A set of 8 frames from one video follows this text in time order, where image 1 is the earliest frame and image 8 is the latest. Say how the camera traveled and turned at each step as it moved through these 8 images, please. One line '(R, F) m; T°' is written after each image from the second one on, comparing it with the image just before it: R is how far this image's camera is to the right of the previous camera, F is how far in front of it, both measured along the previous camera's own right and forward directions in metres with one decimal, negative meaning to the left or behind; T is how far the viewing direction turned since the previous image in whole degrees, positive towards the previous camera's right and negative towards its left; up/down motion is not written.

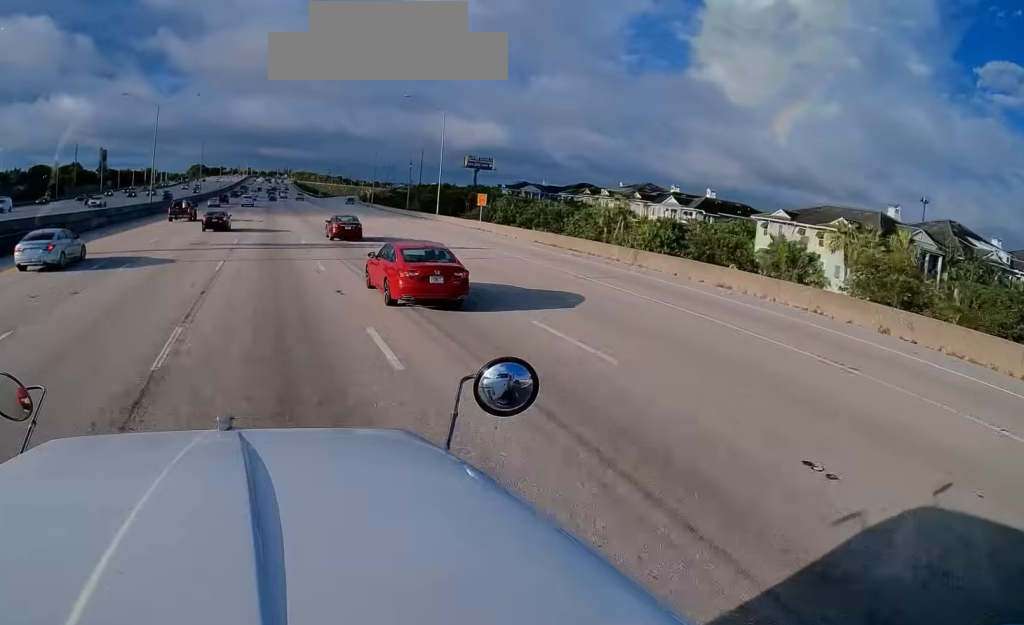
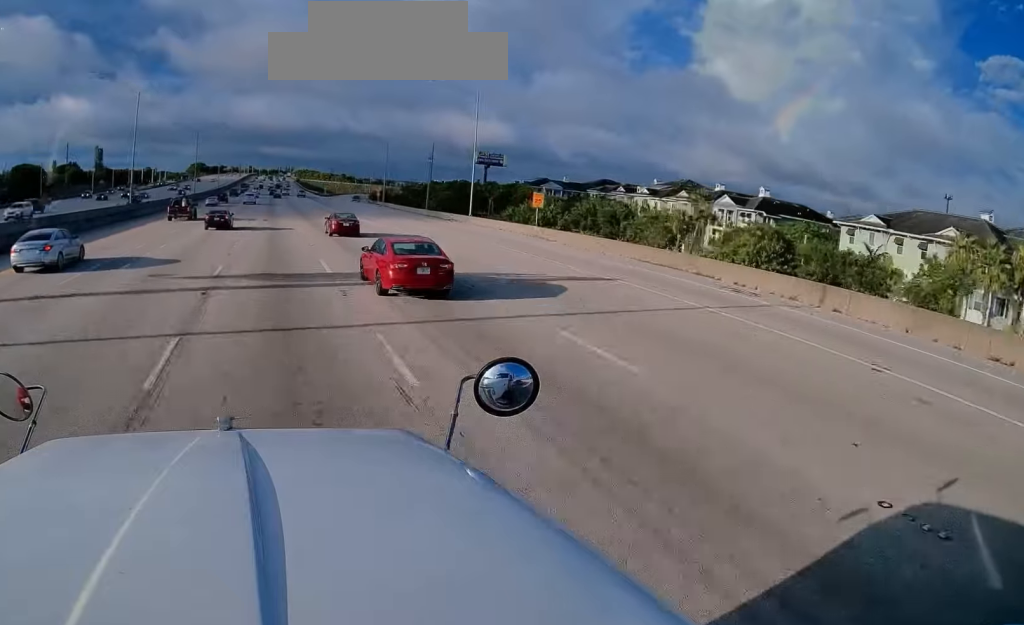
(0.0, +12.3) m; -1°
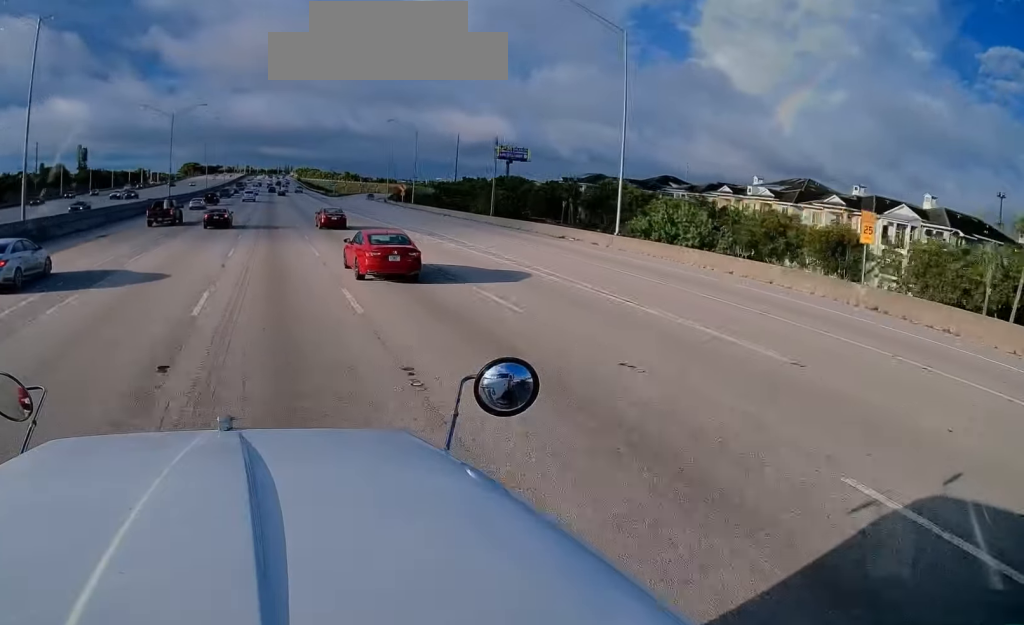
(-0.5, +31.0) m; 0°
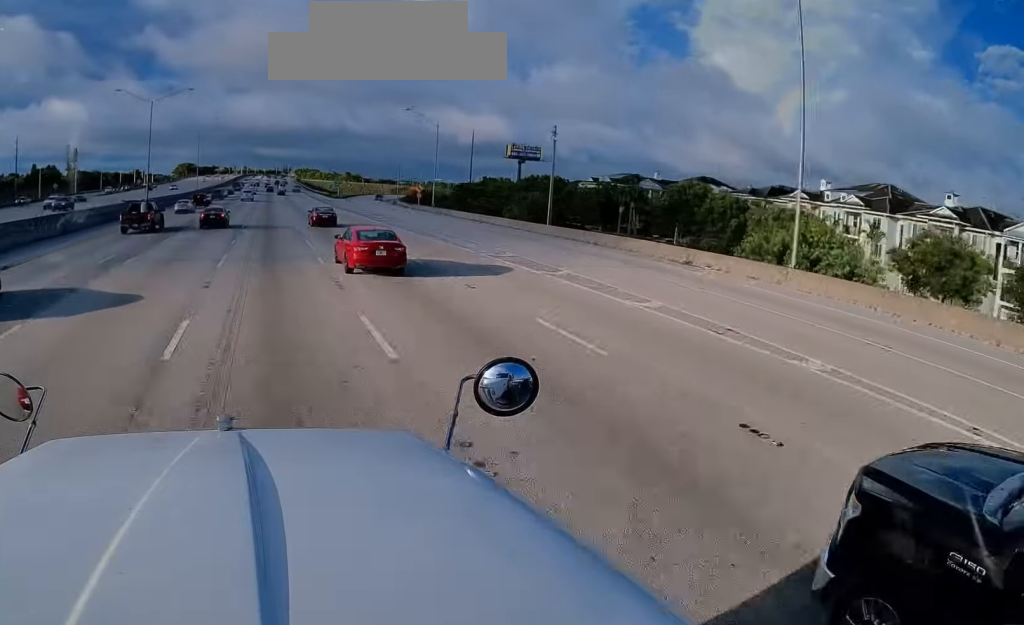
(+0.1, +15.9) m; +1°
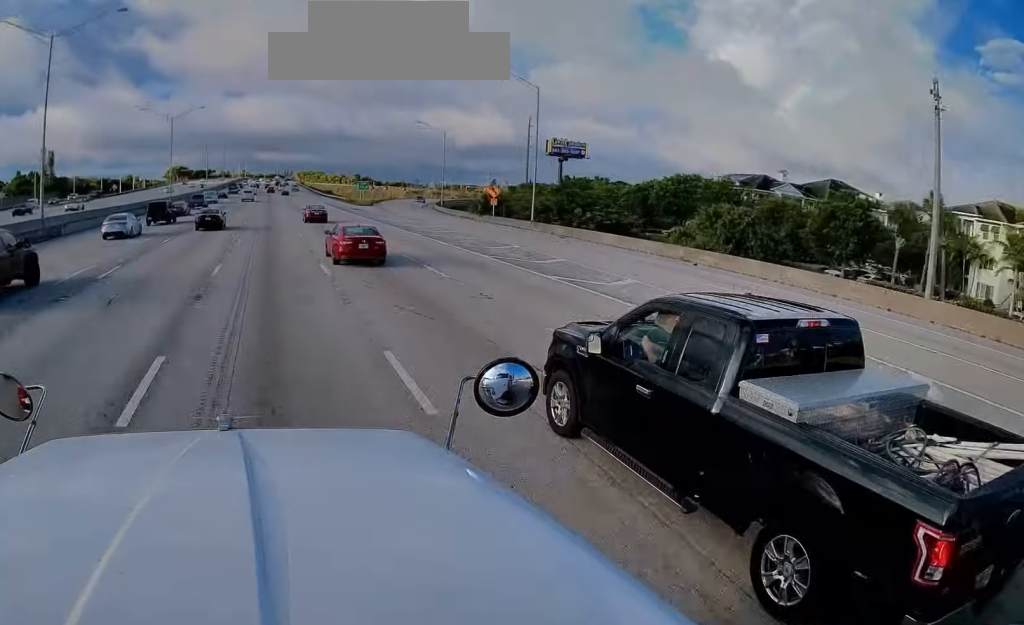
(+0.4, +39.2) m; 0°
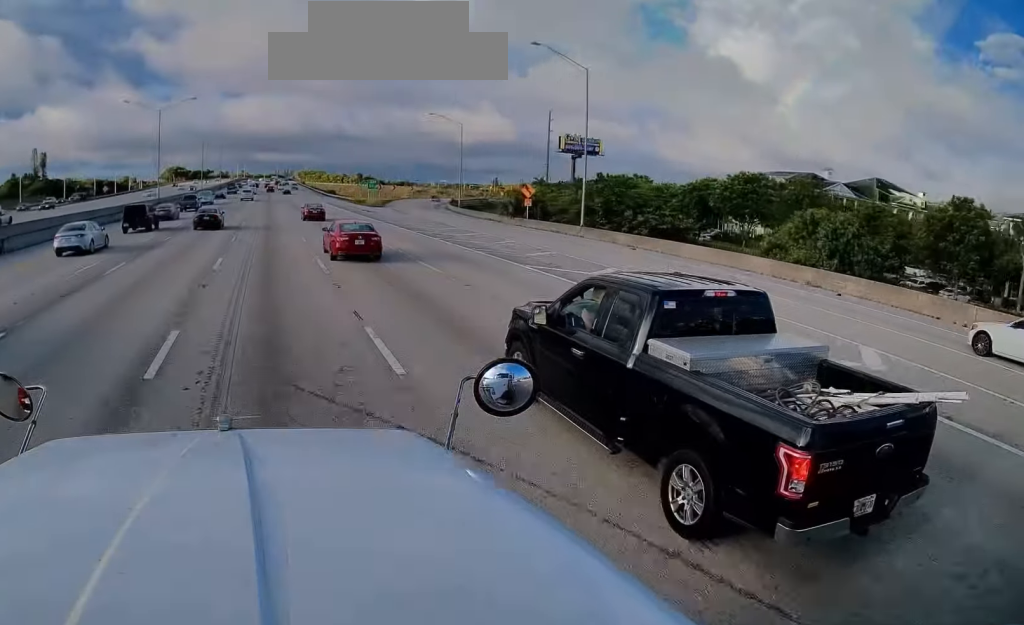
(-0.3, +10.9) m; -1°
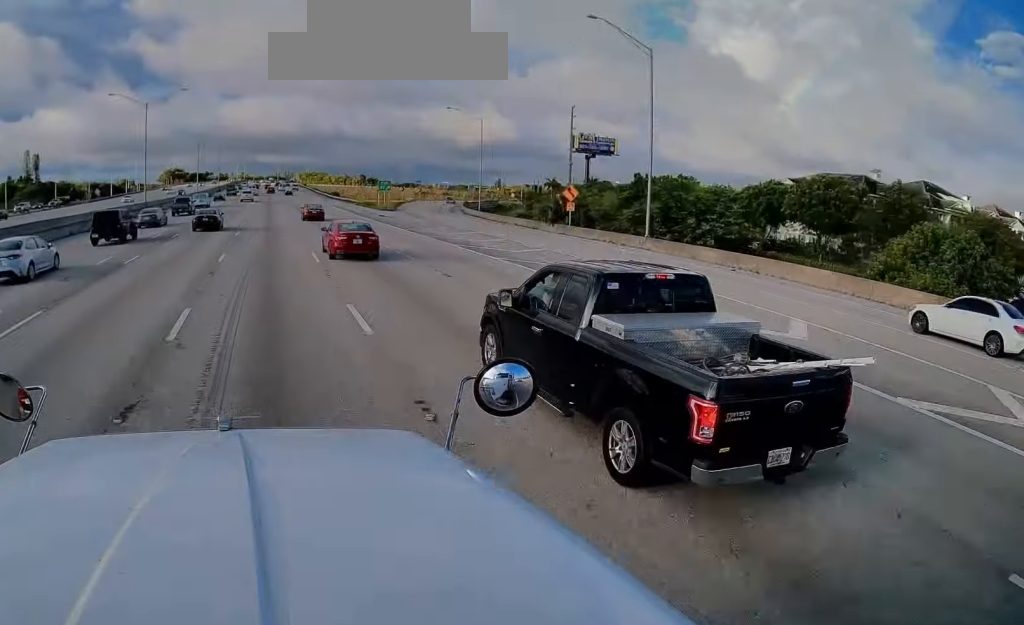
(-0.2, +10.2) m; 0°
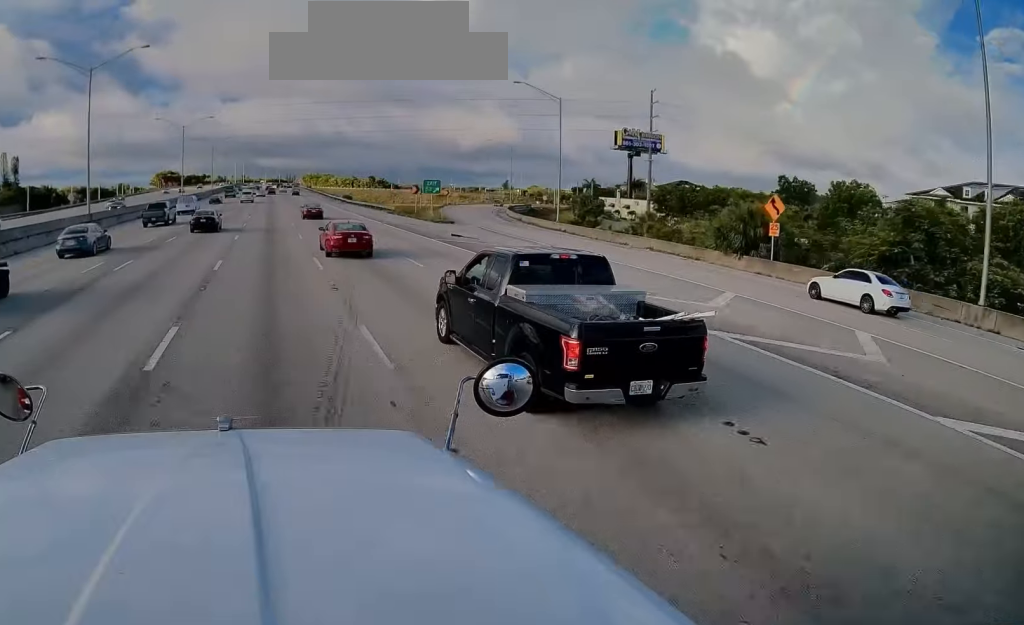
(+0.6, +26.7) m; +2°
